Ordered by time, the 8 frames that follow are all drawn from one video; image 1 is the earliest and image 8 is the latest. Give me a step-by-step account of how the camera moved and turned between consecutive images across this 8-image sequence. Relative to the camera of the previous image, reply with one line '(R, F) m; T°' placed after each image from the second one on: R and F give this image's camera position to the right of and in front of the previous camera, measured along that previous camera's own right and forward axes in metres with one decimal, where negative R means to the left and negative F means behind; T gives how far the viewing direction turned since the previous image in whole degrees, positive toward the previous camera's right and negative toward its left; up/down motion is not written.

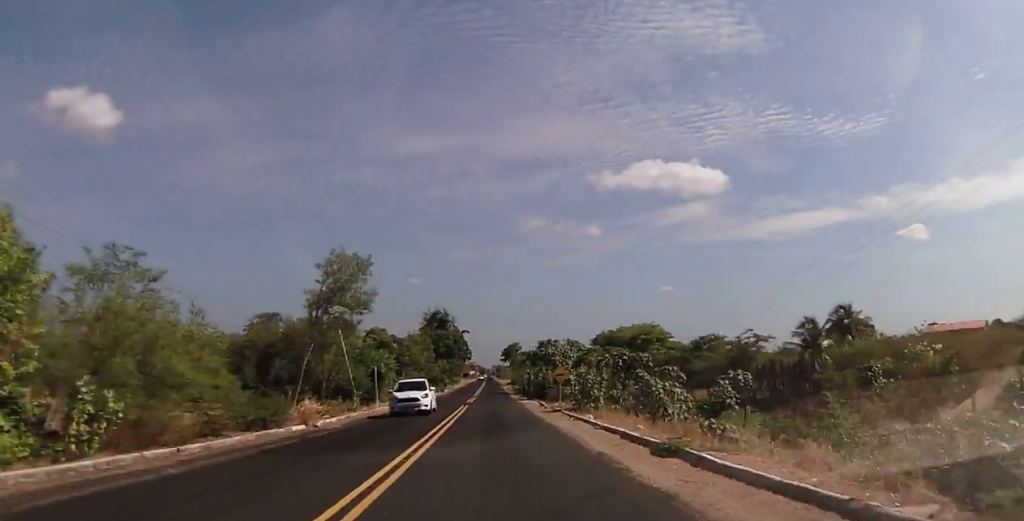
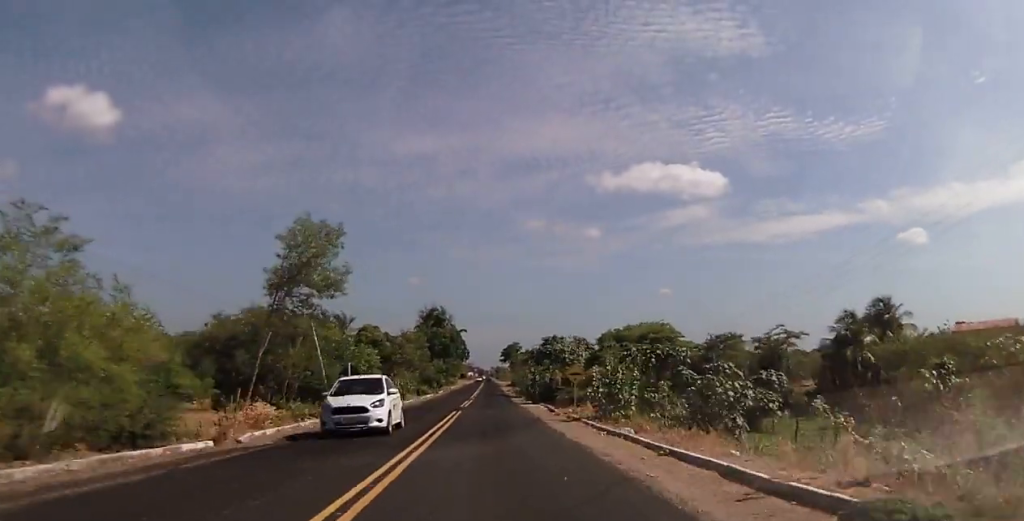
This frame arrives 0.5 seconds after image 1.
(-0.1, +8.7) m; -1°
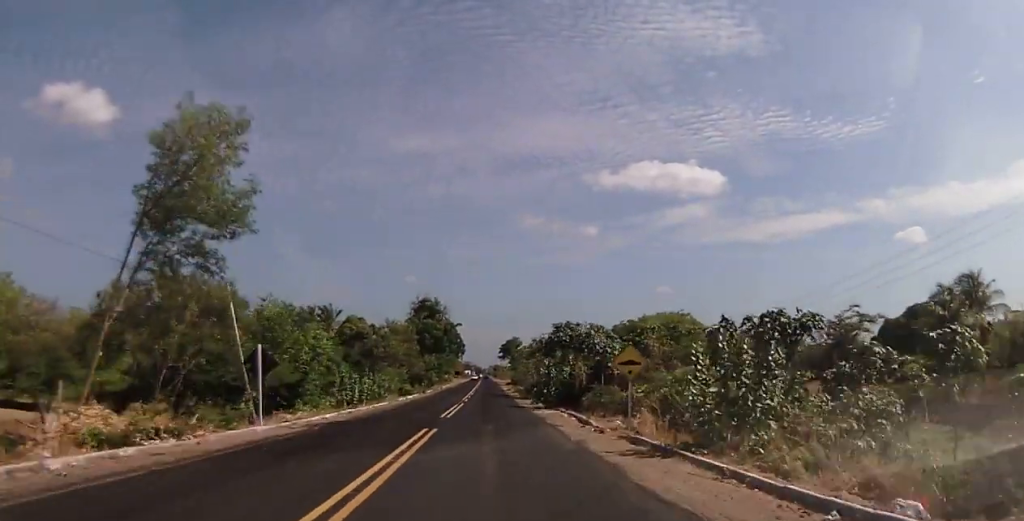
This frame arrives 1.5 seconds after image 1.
(-0.3, +16.2) m; 0°
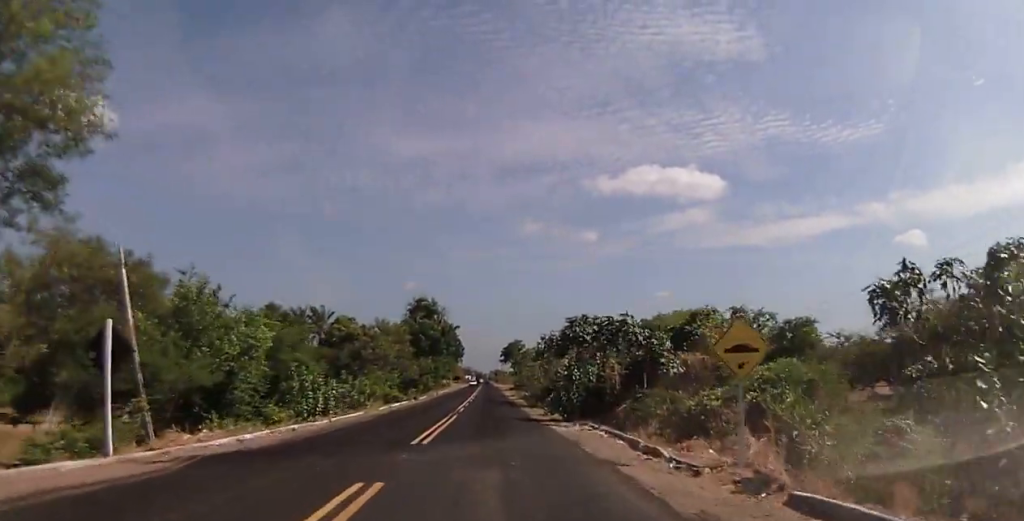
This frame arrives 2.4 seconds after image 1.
(+0.2, +12.9) m; 0°
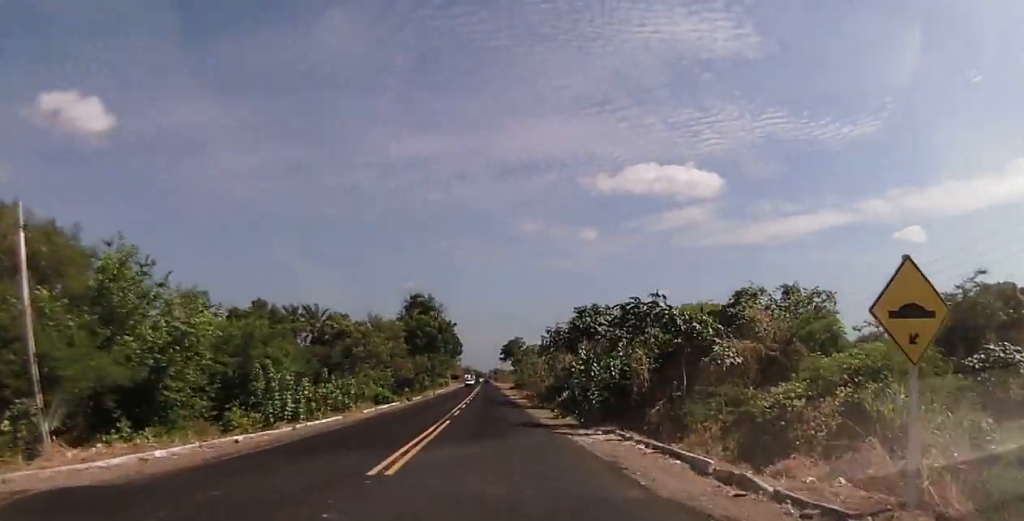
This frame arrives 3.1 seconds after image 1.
(-0.1, +8.1) m; +1°
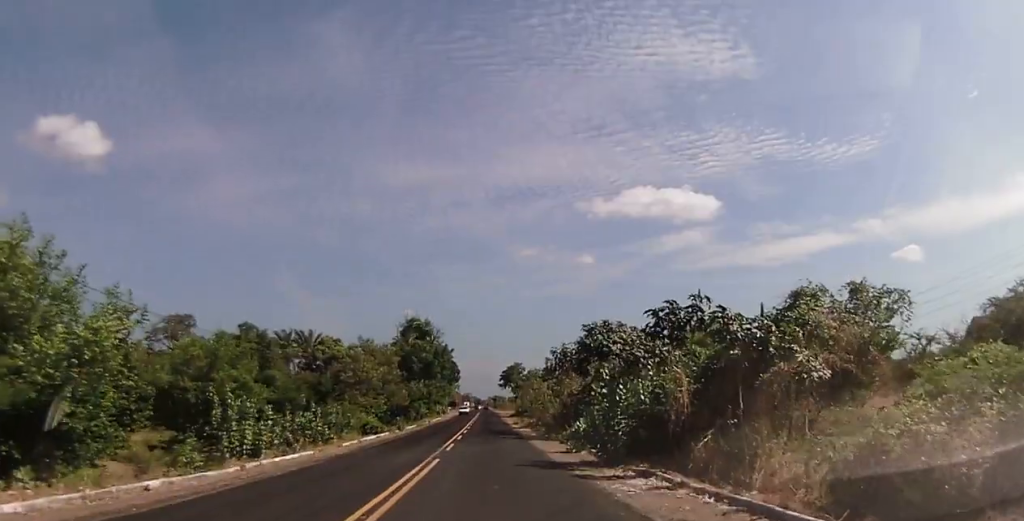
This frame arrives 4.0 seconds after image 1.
(+0.2, +8.0) m; +2°
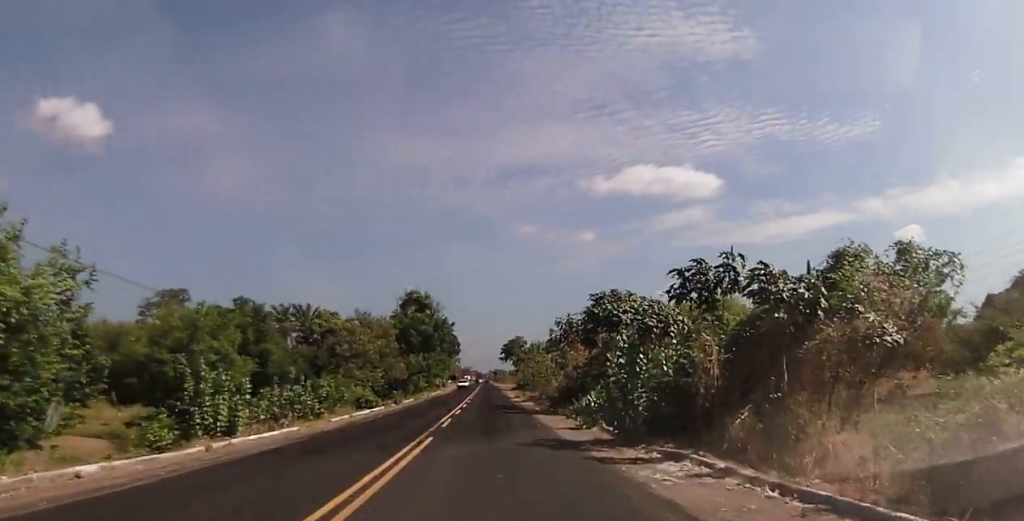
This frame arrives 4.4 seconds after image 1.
(+0.3, +3.5) m; +1°
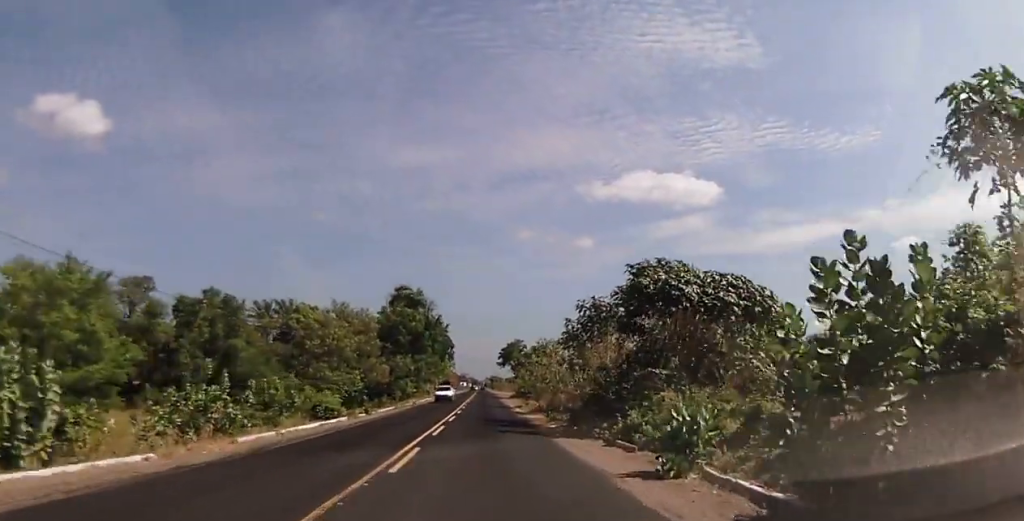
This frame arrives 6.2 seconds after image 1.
(-0.5, +9.4) m; -4°
